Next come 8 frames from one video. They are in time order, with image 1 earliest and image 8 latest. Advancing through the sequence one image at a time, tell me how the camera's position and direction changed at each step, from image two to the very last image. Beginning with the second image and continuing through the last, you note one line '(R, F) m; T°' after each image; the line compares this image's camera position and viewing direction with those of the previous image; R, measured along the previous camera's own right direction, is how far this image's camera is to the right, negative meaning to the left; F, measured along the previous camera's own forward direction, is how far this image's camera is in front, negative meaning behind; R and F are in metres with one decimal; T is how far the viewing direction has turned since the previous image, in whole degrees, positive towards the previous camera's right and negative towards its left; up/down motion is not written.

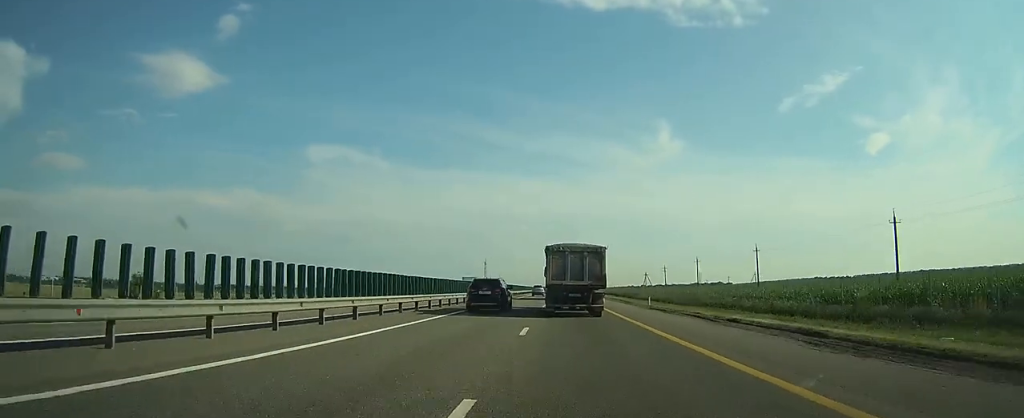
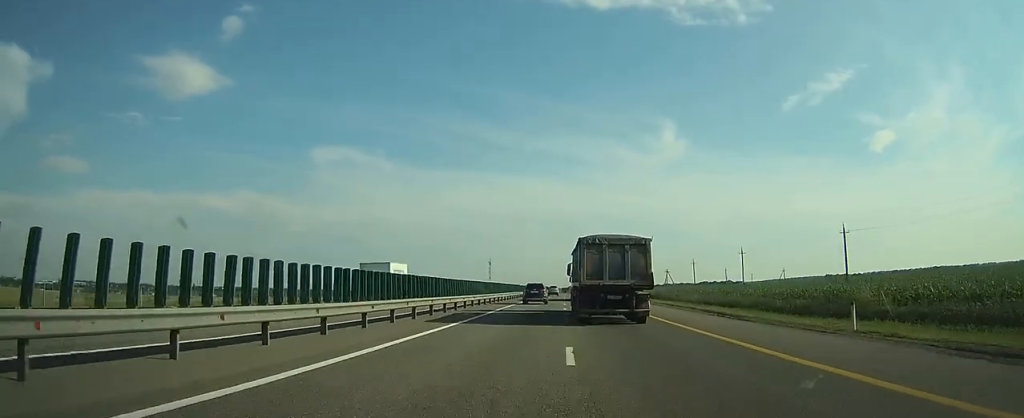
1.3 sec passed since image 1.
(-0.3, +29.3) m; -1°
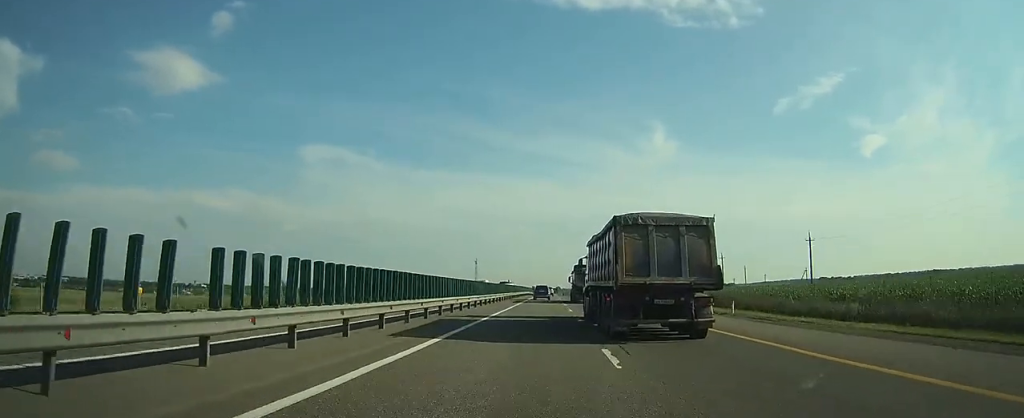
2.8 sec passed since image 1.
(-0.3, +35.7) m; 0°
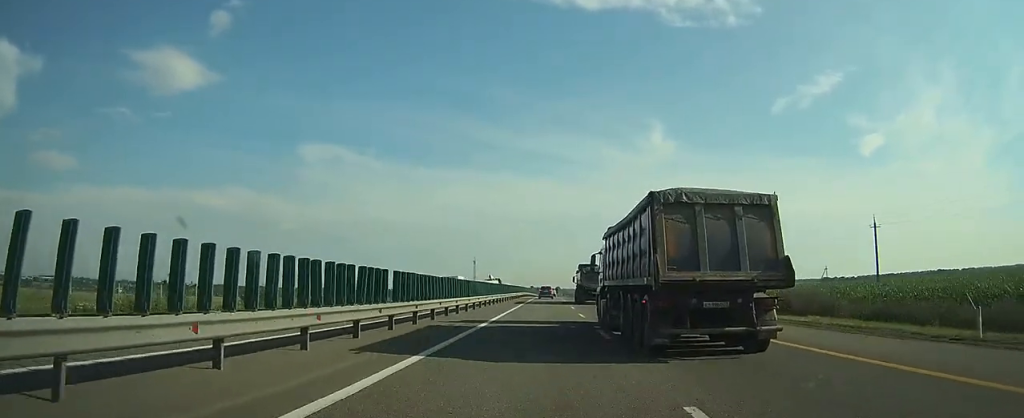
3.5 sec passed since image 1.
(0.0, +17.9) m; 0°
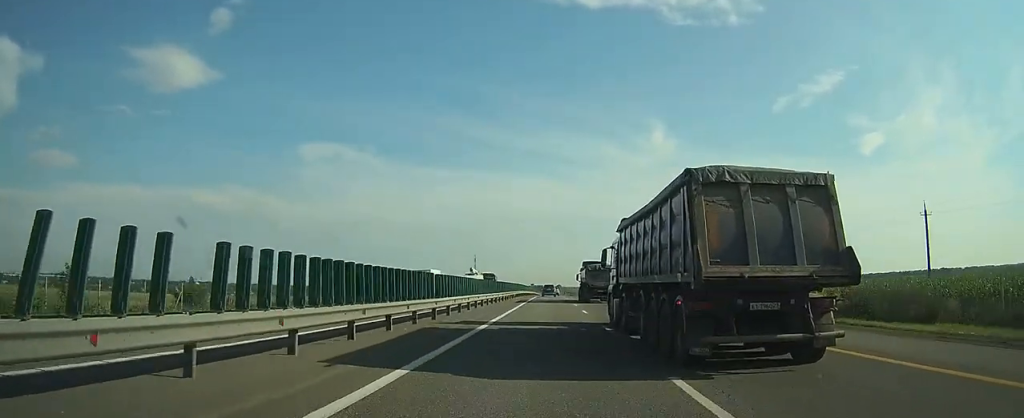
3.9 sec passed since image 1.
(0.0, +9.9) m; 0°
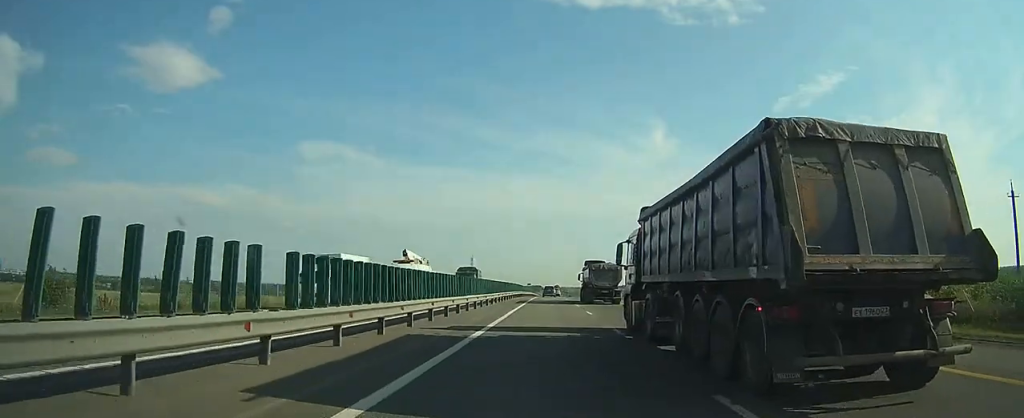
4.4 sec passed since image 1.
(0.0, +13.3) m; 0°
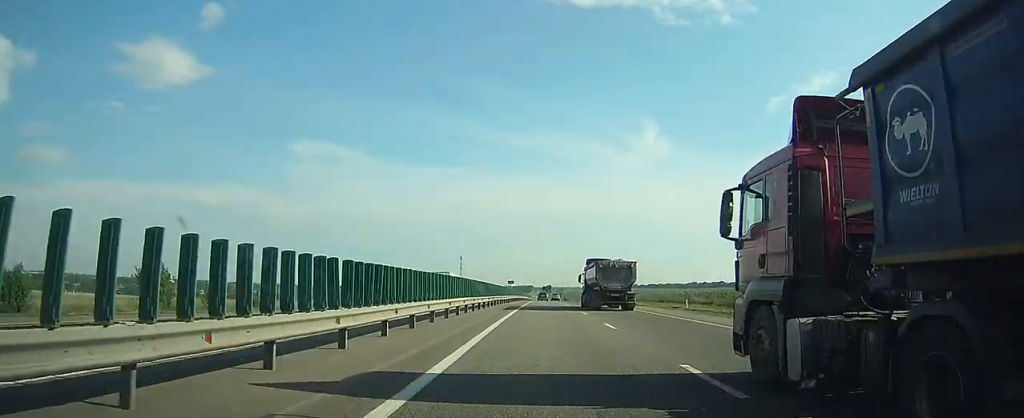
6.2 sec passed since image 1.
(+0.4, +44.6) m; 0°
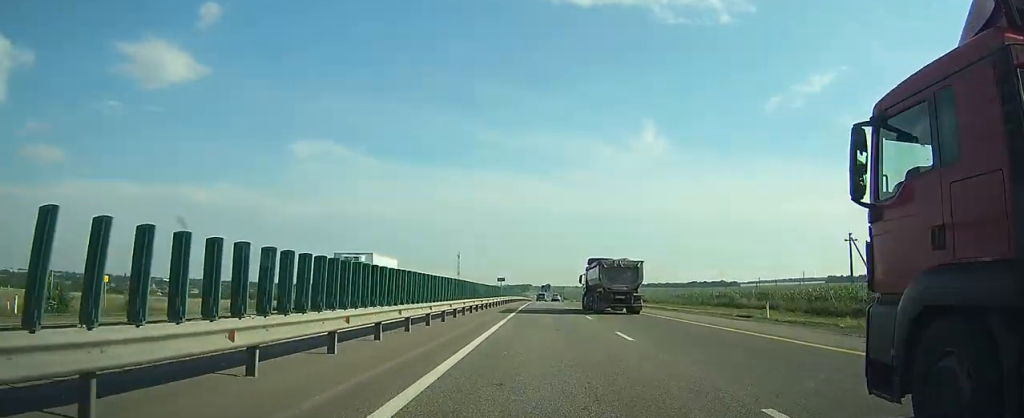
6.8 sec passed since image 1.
(-0.1, +15.4) m; 0°
